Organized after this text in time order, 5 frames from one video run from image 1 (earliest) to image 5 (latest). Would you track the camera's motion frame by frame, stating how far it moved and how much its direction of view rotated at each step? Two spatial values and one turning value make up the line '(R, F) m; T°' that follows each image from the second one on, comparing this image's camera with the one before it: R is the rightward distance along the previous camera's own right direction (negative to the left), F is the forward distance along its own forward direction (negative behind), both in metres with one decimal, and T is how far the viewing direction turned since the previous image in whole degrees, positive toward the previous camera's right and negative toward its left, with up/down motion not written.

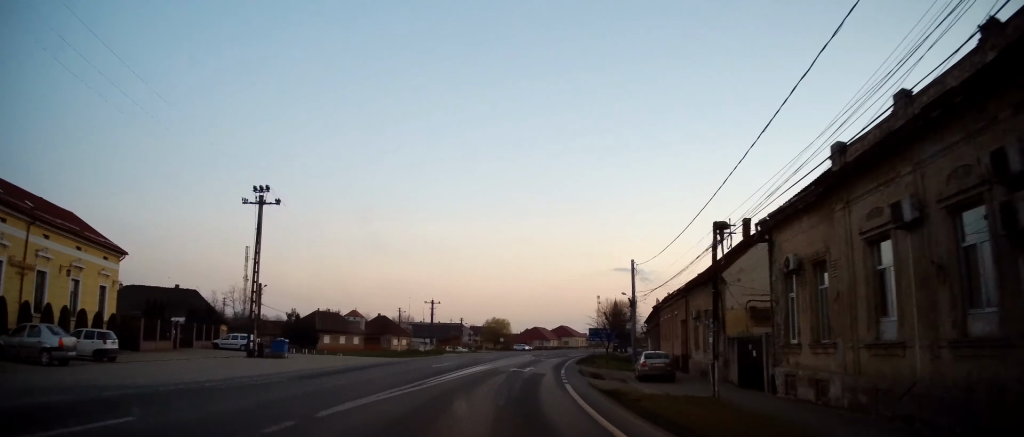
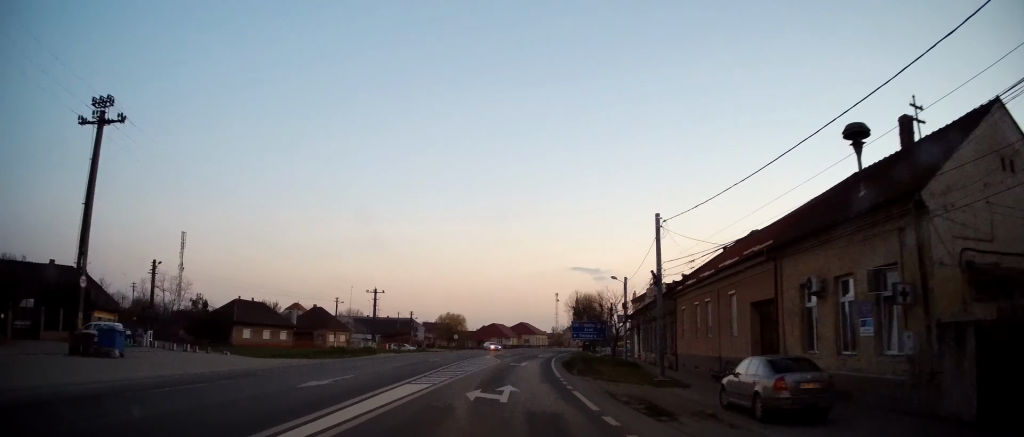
(+0.7, +15.2) m; +4°
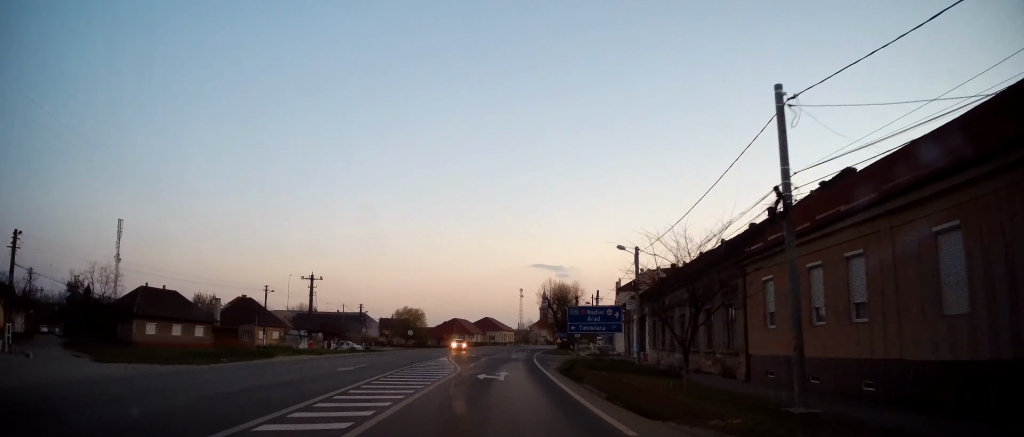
(+0.3, +14.9) m; +4°
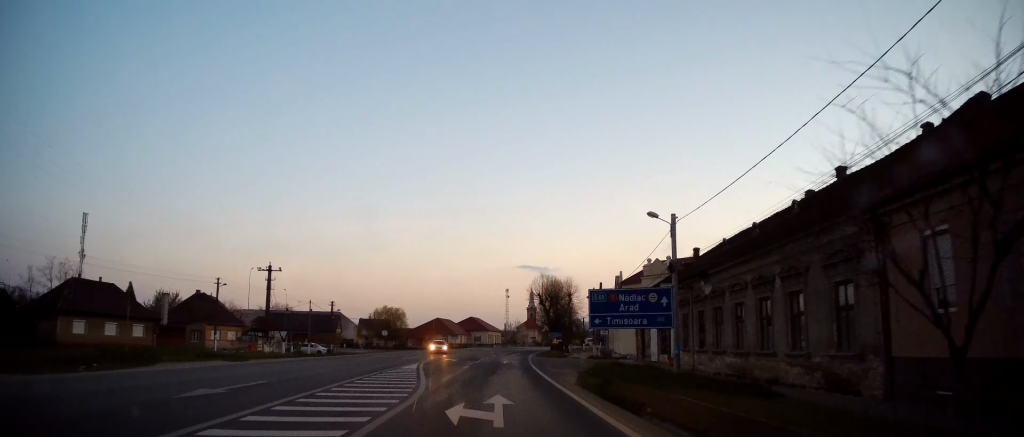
(+0.4, +10.0) m; +2°
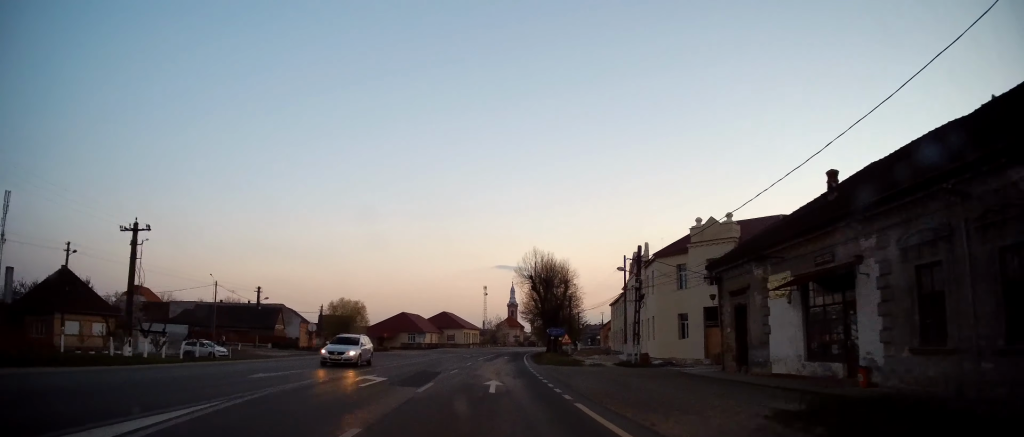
(+1.0, +22.6) m; +4°
